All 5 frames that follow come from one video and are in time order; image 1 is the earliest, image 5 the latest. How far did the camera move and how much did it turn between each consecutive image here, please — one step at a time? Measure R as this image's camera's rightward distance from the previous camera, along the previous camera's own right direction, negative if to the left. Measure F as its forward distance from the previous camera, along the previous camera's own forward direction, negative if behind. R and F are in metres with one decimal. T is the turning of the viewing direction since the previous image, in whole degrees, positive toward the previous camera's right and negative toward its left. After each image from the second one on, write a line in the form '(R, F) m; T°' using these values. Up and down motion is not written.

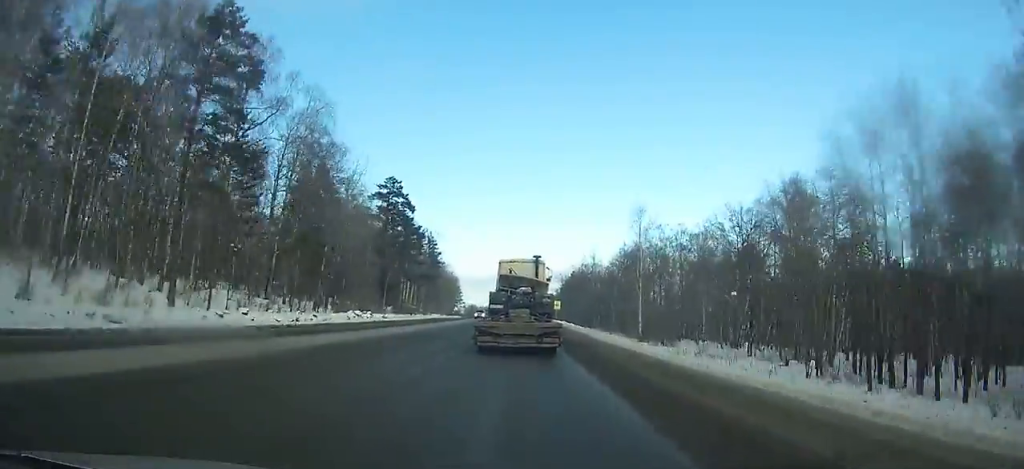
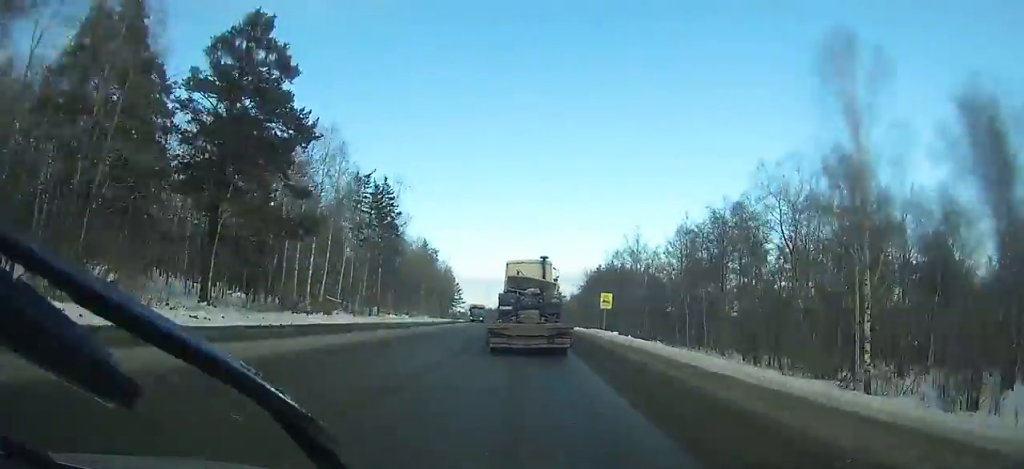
(-0.2, +50.0) m; -1°
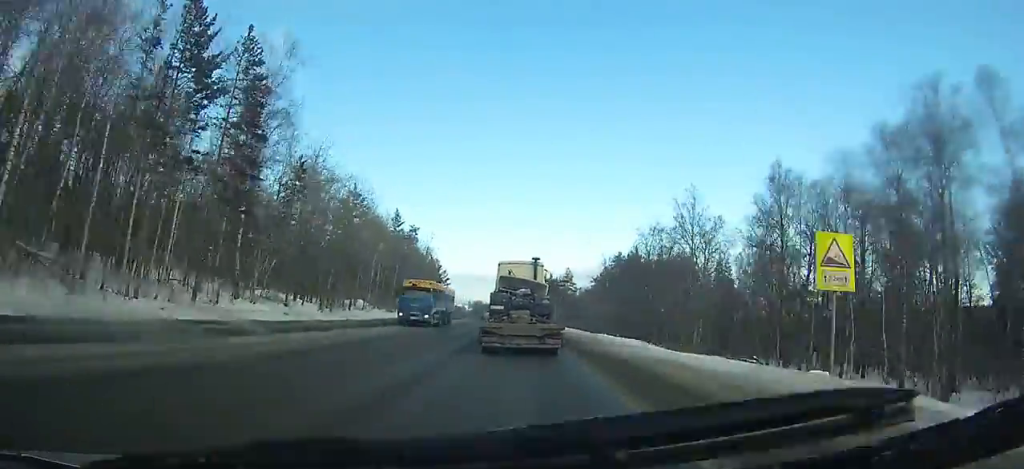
(-0.4, +39.7) m; -1°
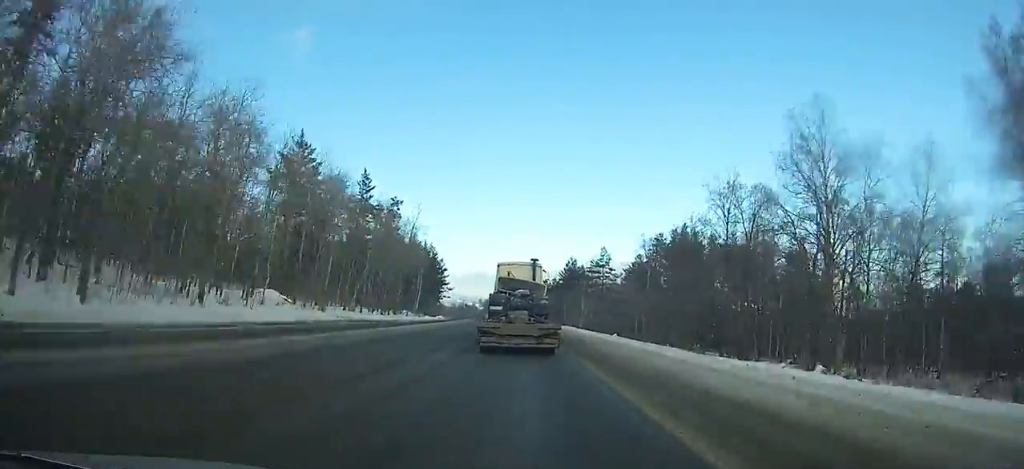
(-0.4, +35.7) m; -1°
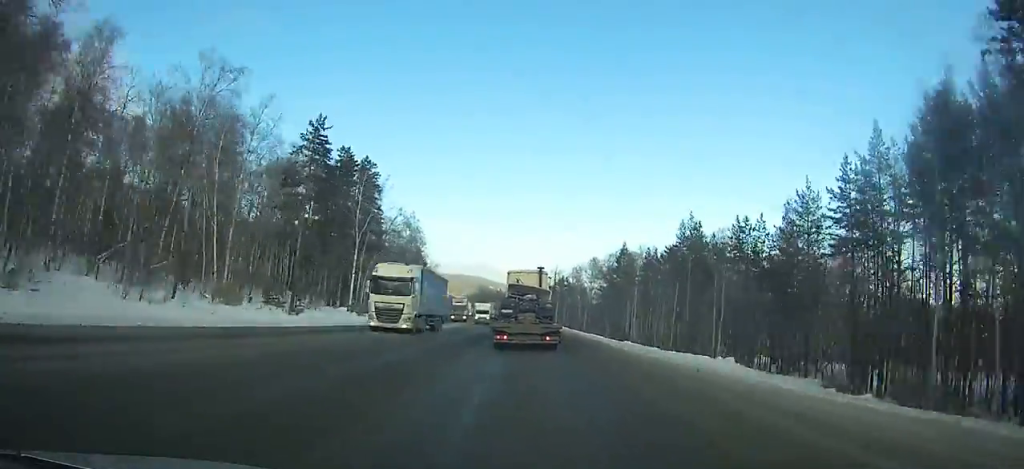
(-21.9, +252.0) m; -10°
